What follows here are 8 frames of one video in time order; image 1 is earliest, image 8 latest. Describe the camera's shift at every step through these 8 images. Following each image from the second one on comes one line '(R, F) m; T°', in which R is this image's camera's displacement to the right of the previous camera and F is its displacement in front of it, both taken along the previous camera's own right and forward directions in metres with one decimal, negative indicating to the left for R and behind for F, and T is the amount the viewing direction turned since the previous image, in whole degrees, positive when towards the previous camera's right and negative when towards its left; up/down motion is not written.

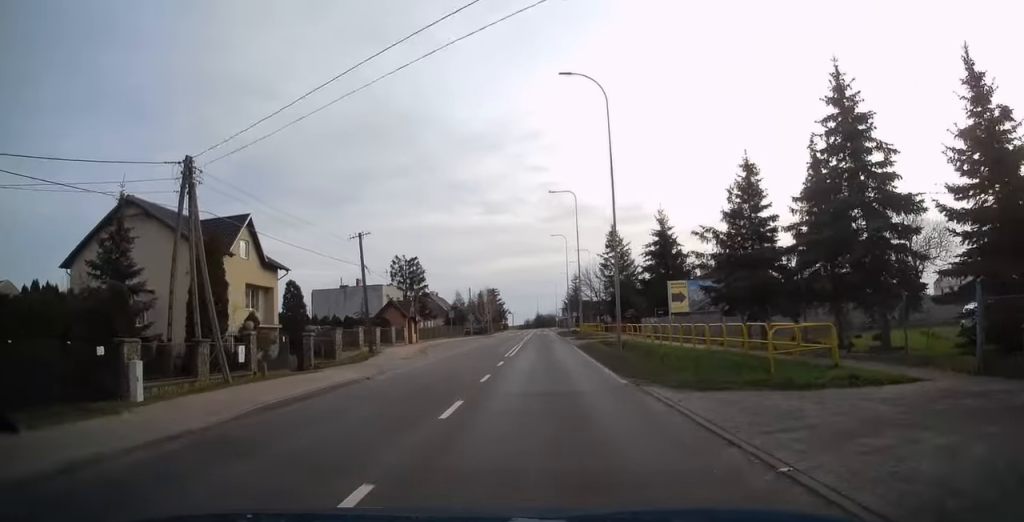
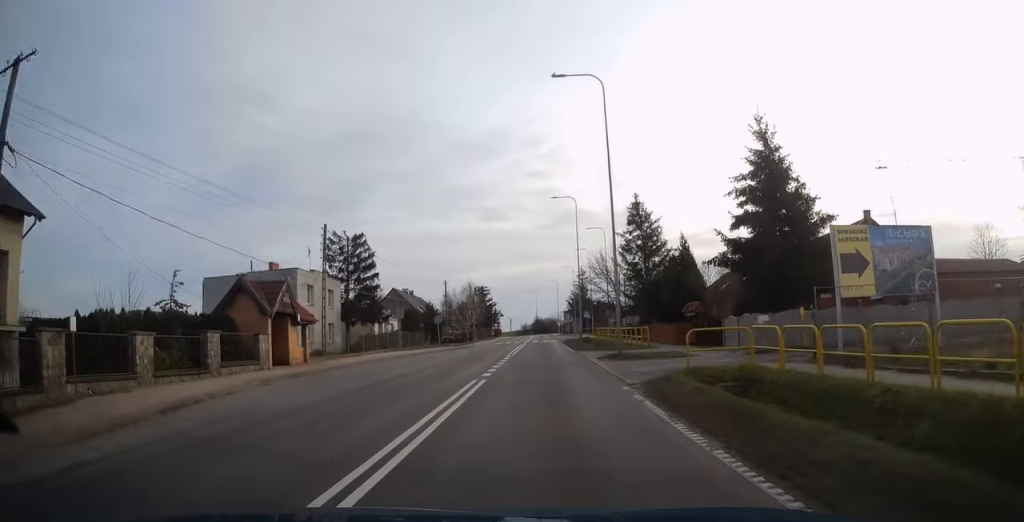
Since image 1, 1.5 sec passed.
(+0.3, +24.3) m; 0°
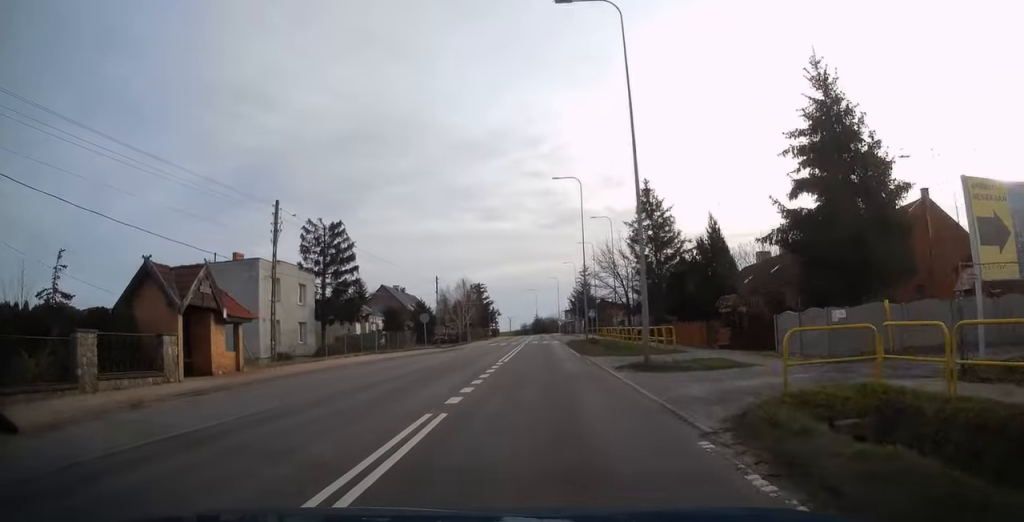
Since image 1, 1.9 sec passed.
(-0.2, +6.5) m; 0°
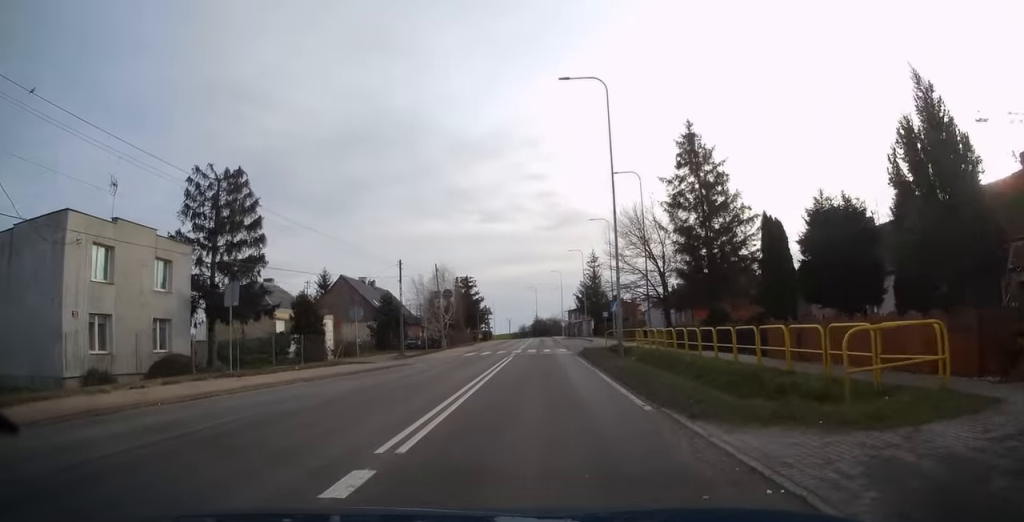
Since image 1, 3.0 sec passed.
(+0.3, +18.3) m; 0°
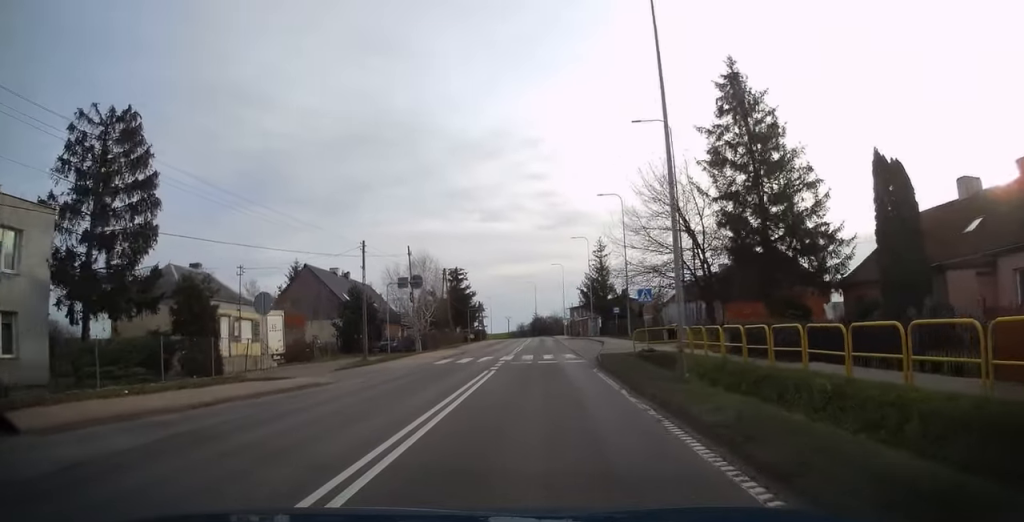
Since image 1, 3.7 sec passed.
(-0.2, +10.7) m; -1°
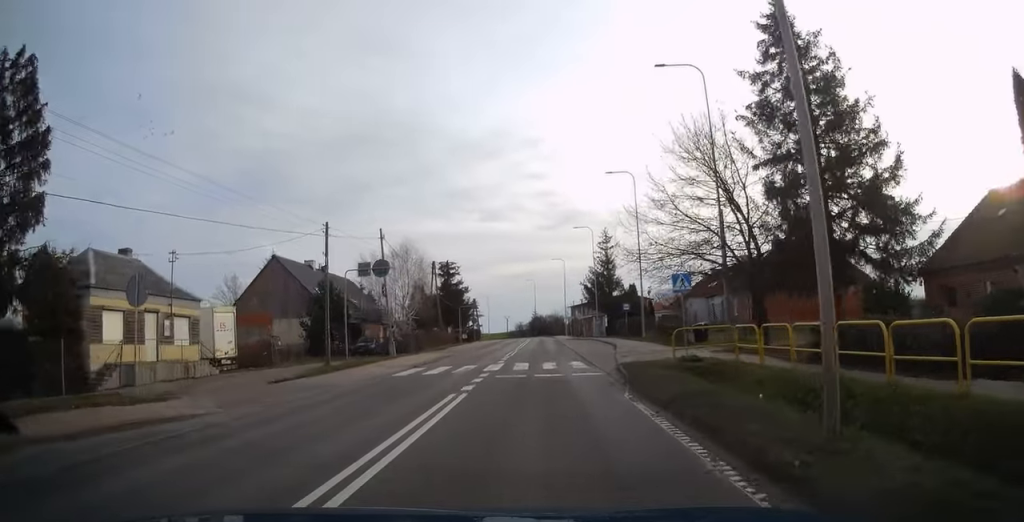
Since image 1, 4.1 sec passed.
(-0.1, +7.2) m; -1°
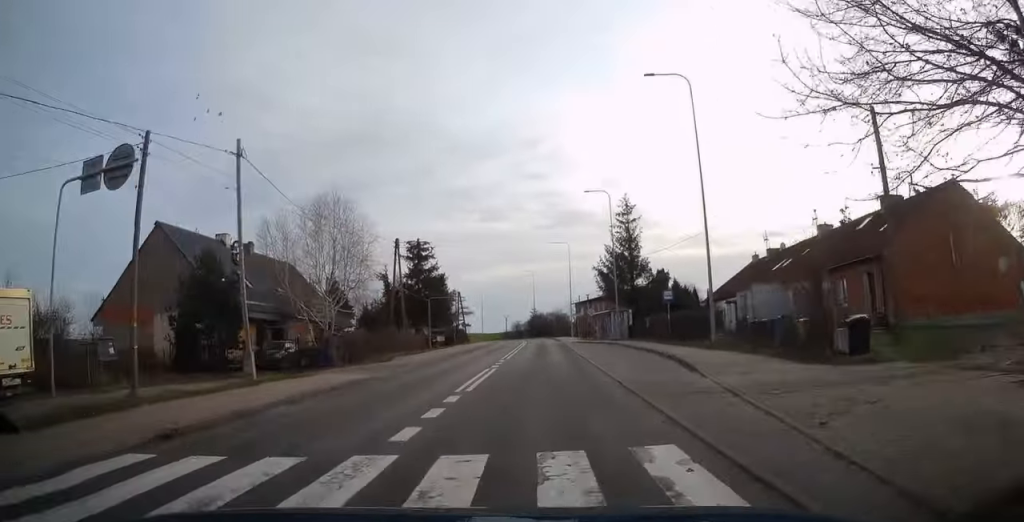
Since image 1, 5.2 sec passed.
(+0.1, +17.3) m; +2°
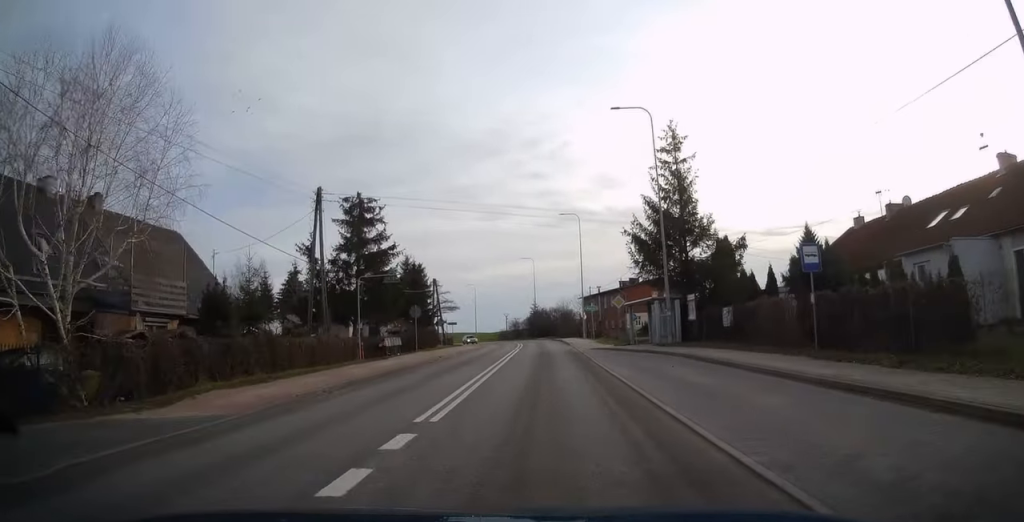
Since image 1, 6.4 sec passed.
(+0.3, +18.8) m; 0°
